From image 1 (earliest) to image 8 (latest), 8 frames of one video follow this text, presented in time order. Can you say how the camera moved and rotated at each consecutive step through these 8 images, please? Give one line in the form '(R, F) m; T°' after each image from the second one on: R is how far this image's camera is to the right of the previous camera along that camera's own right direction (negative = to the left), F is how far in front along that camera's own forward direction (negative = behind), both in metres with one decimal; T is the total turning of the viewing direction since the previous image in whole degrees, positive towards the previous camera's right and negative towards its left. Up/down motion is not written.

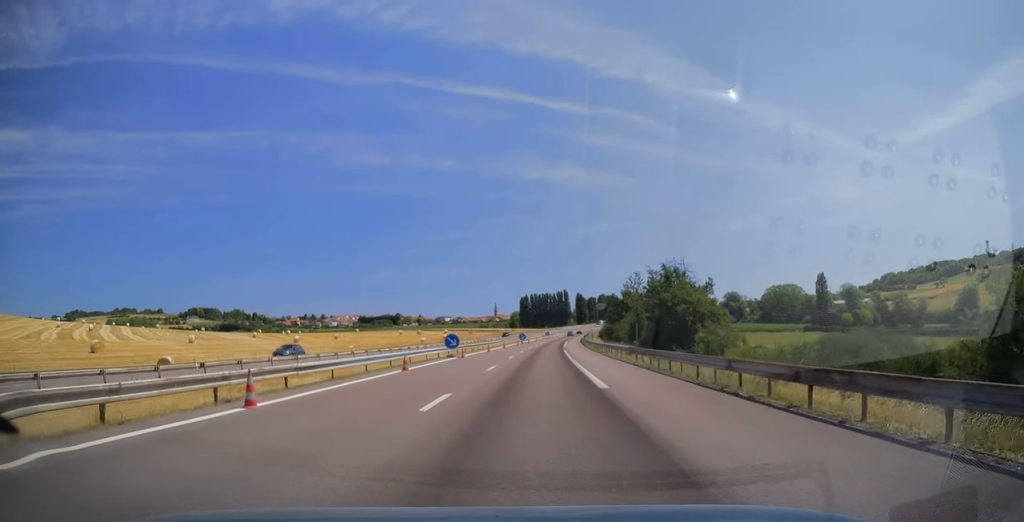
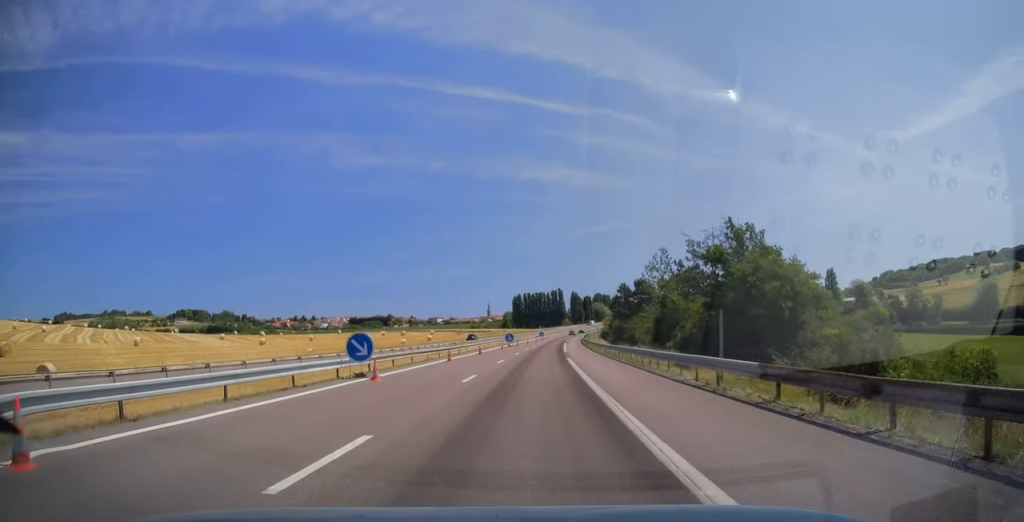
(+0.3, +19.0) m; +1°
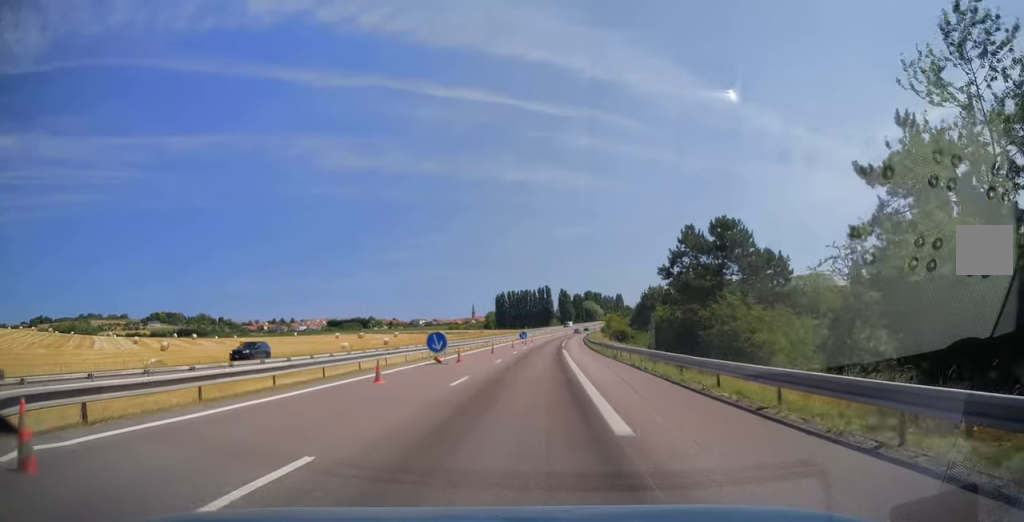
(+0.5, +40.6) m; +1°
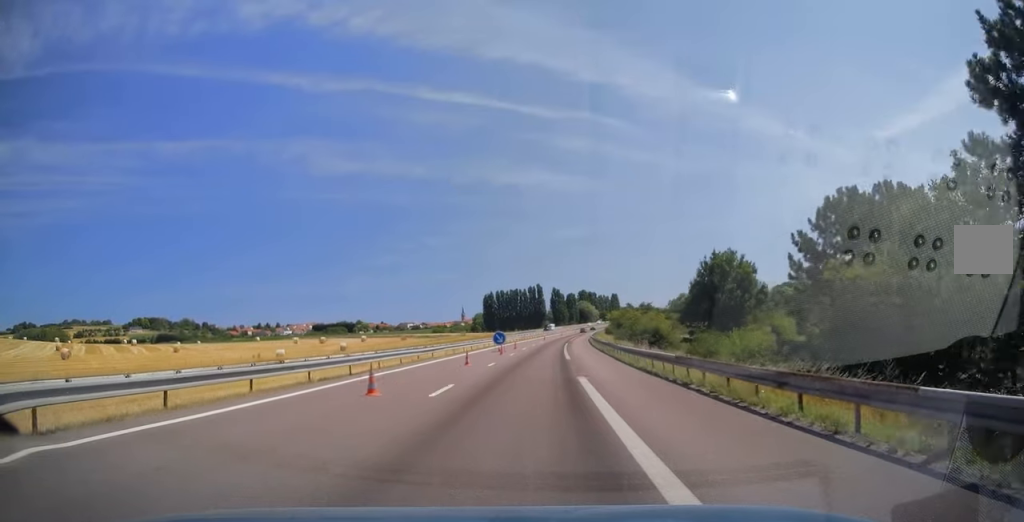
(+0.2, +29.0) m; 0°
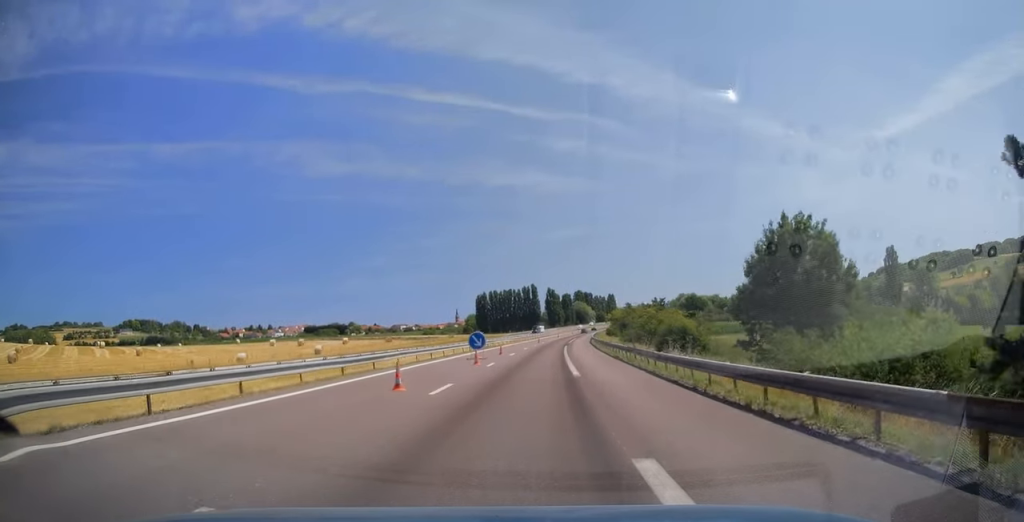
(-0.3, +12.5) m; 0°
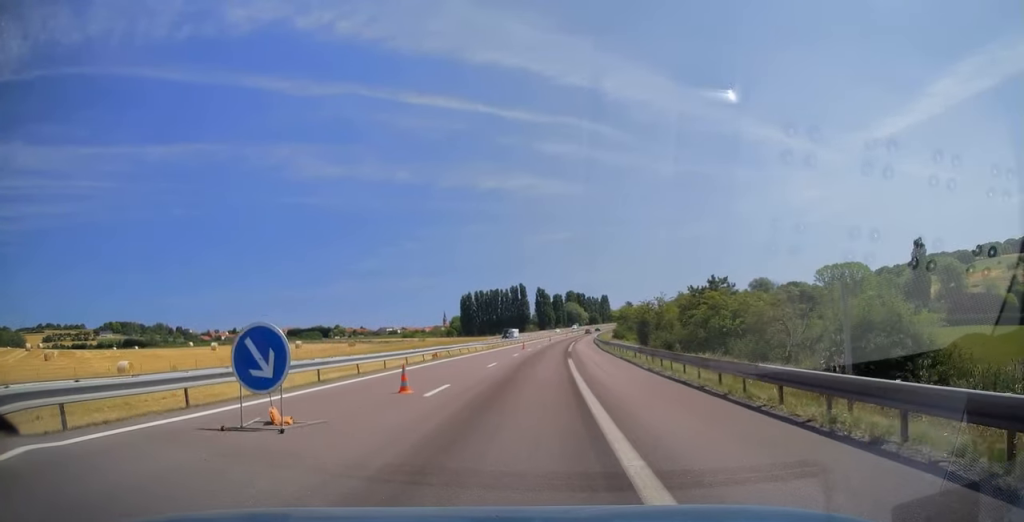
(+0.6, +26.3) m; +2°
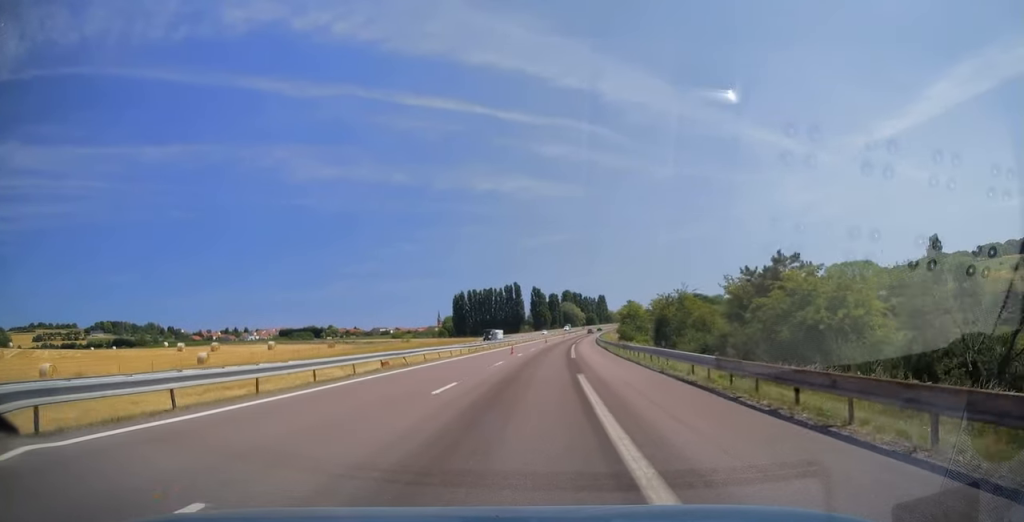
(+0.1, +12.5) m; 0°
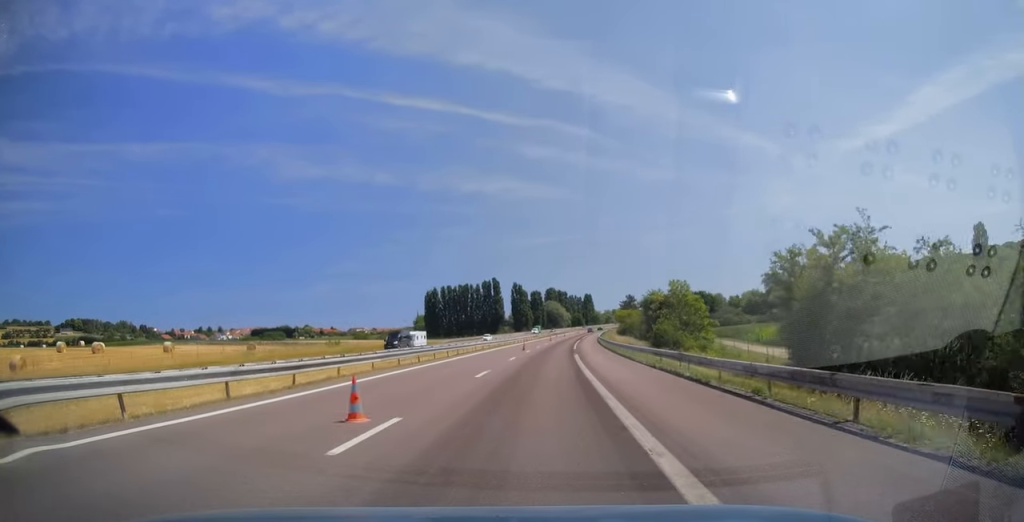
(0.0, +33.7) m; +1°
